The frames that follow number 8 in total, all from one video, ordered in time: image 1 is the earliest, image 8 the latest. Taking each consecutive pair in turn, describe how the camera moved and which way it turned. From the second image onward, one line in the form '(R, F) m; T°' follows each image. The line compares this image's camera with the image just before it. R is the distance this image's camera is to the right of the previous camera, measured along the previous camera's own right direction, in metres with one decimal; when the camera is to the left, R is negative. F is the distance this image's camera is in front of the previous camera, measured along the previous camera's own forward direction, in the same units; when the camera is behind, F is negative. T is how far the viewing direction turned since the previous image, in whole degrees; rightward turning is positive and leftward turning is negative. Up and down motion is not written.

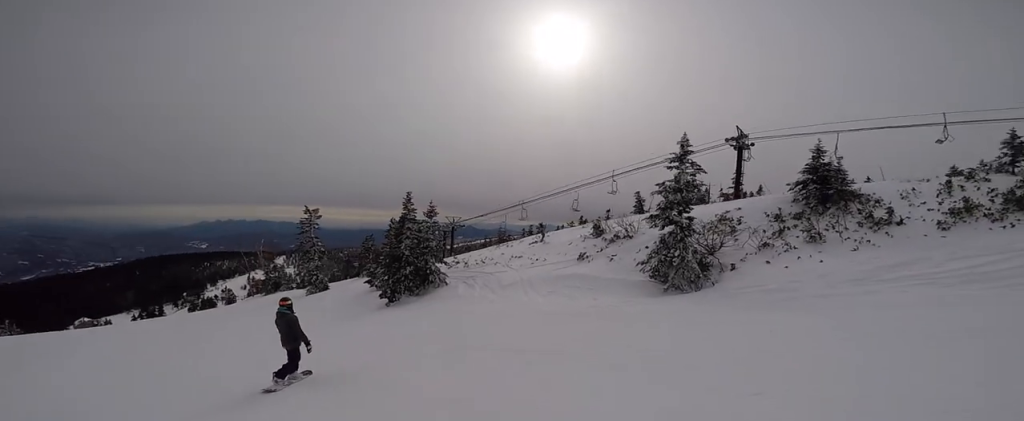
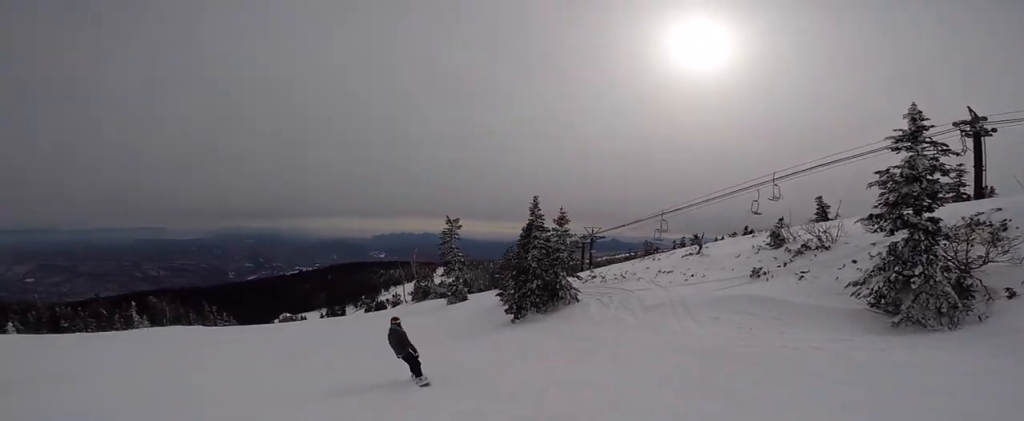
(-0.4, +4.2) m; -12°
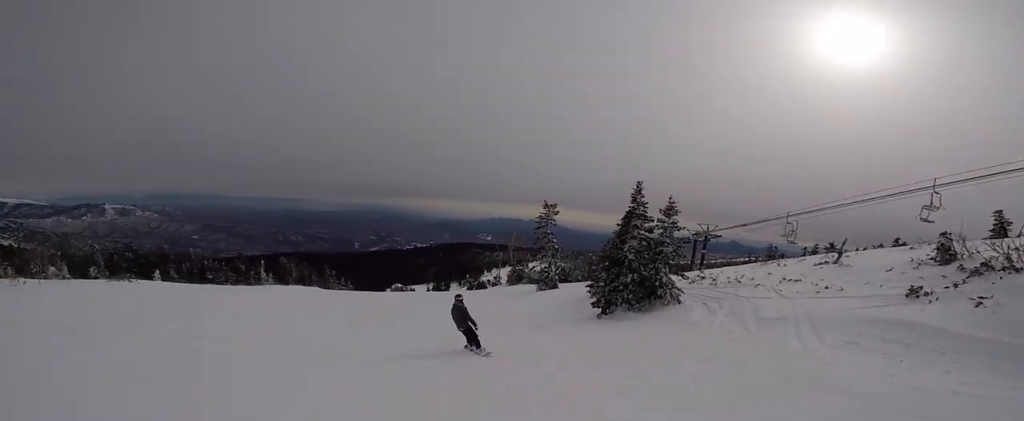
(0.0, +2.1) m; -7°
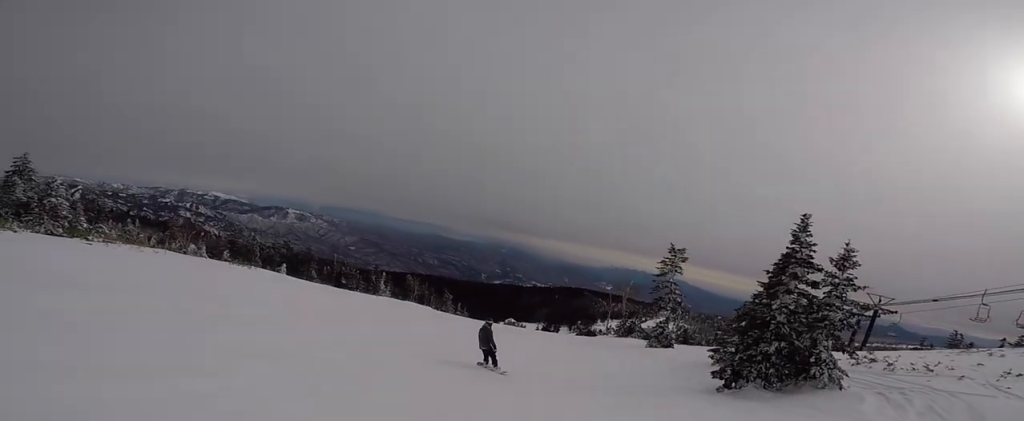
(-0.6, +4.7) m; -25°
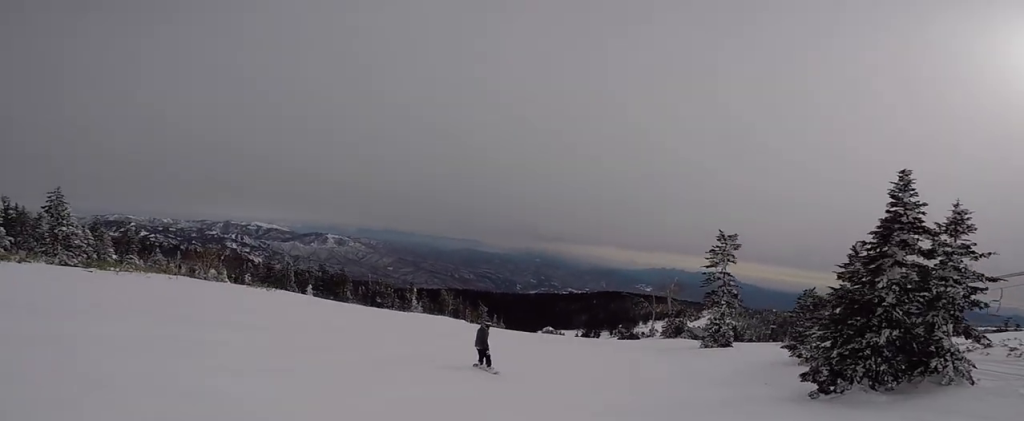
(-0.9, +3.0) m; -16°
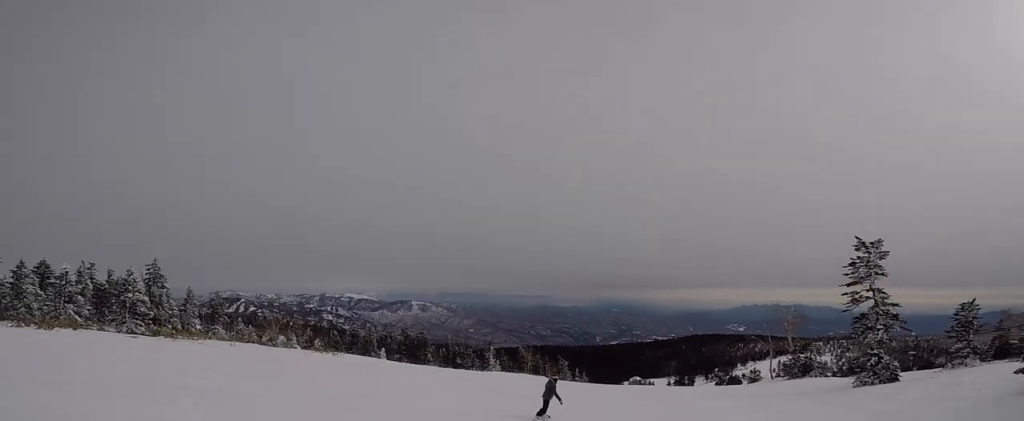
(-1.0, +4.8) m; -8°
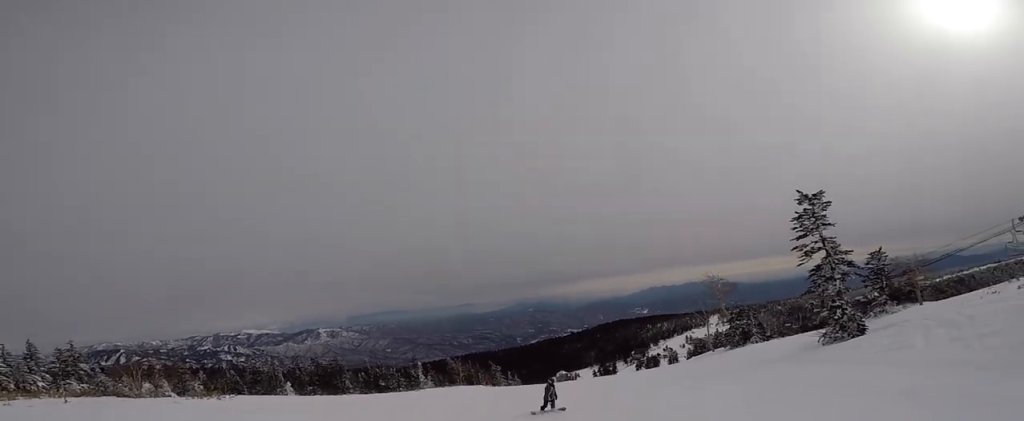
(+0.2, +5.6) m; +16°
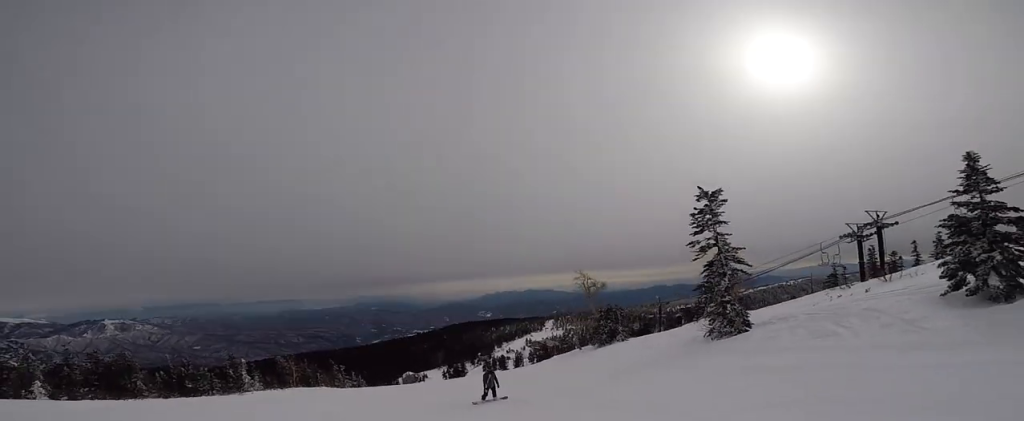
(+1.3, +5.5) m; +27°
